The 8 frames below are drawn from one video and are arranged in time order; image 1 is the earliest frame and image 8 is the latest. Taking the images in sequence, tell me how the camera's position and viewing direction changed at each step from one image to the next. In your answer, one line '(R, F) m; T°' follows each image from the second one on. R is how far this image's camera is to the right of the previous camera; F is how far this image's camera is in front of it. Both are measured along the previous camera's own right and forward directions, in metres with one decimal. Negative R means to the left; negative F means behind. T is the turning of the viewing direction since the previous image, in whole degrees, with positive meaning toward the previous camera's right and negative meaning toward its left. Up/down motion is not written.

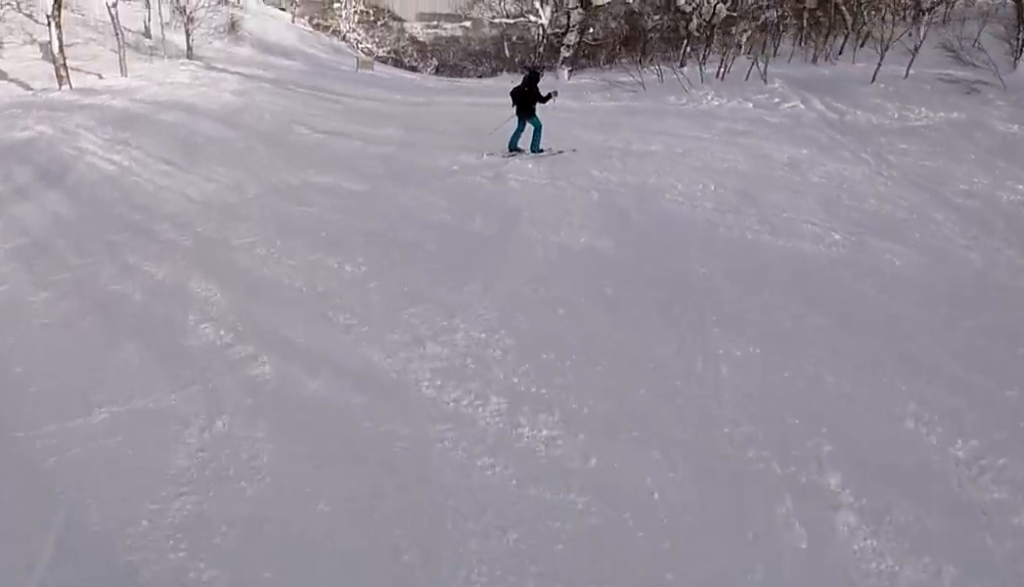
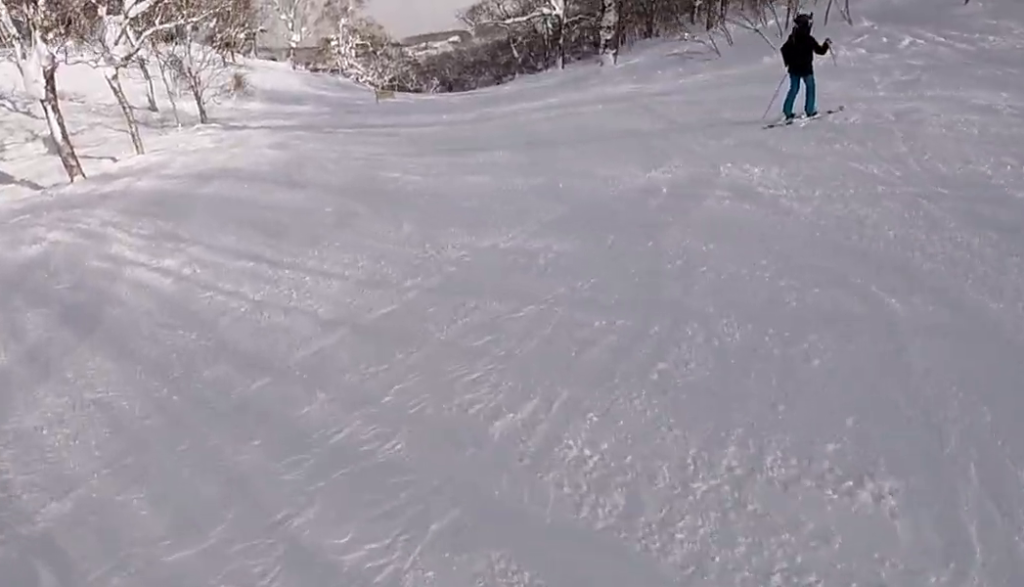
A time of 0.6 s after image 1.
(-1.3, +3.4) m; -8°
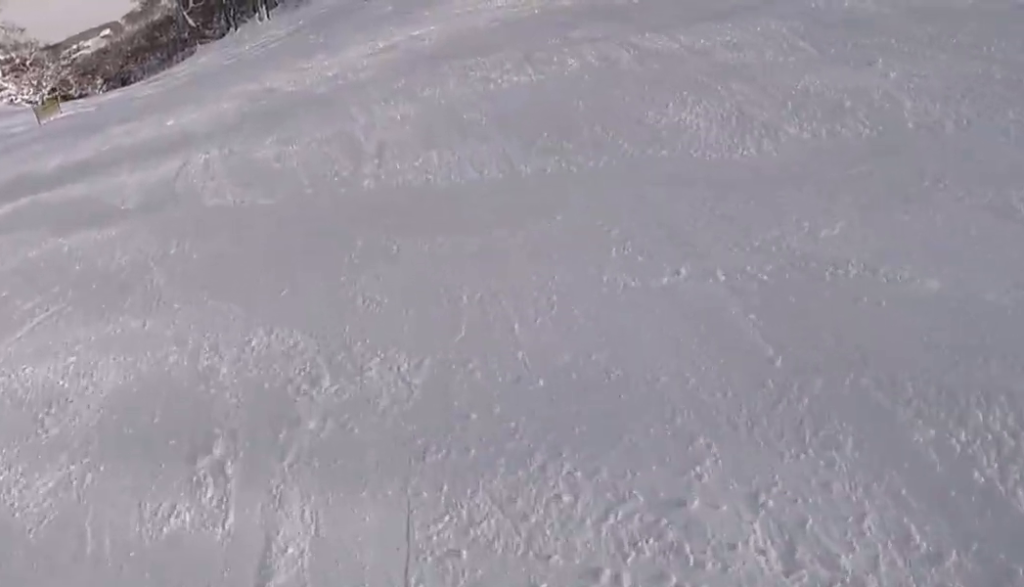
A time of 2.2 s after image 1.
(+1.0, +11.0) m; +16°
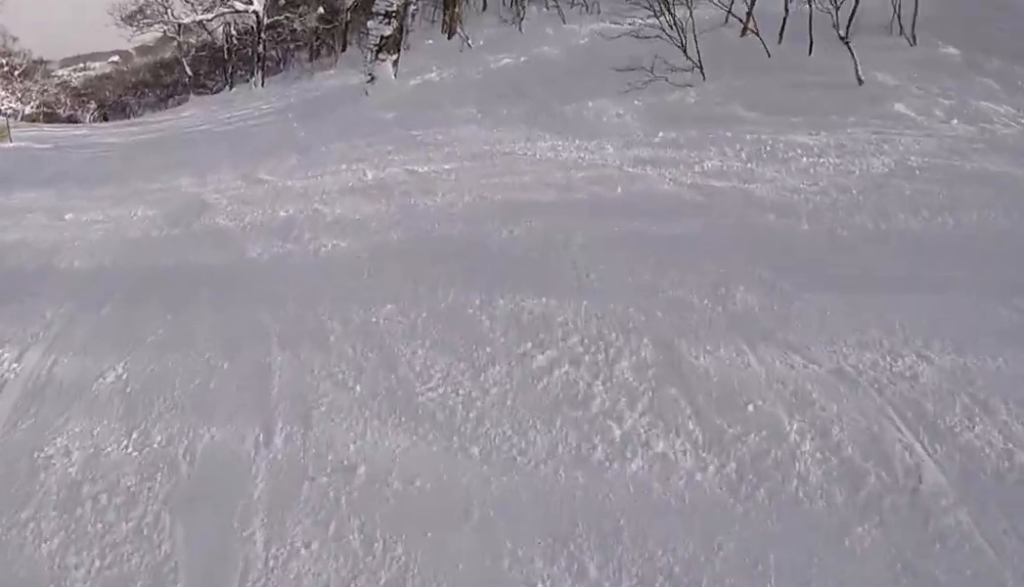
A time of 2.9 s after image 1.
(-0.1, +4.2) m; +9°
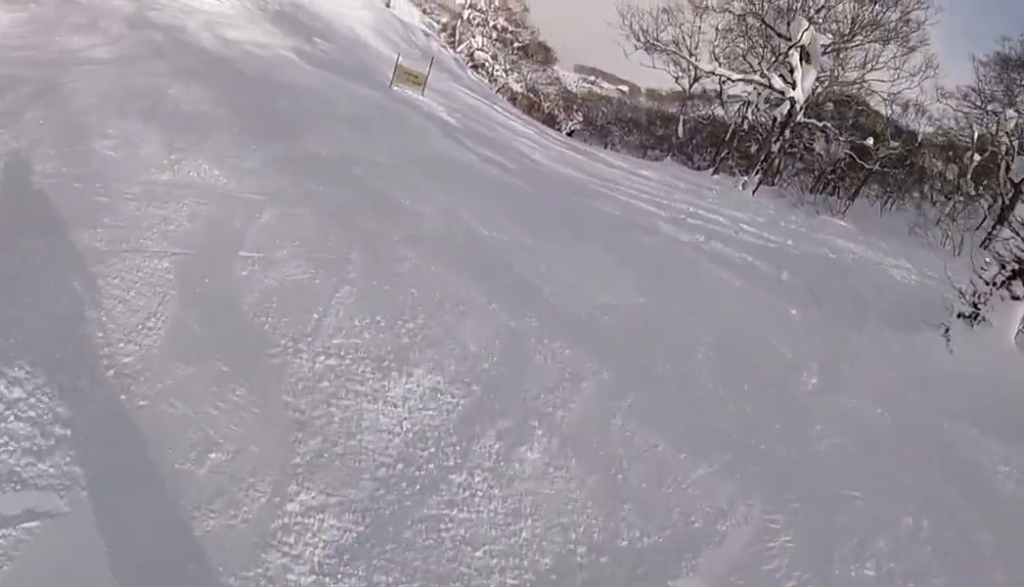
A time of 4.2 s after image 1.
(+1.4, +9.6) m; -3°
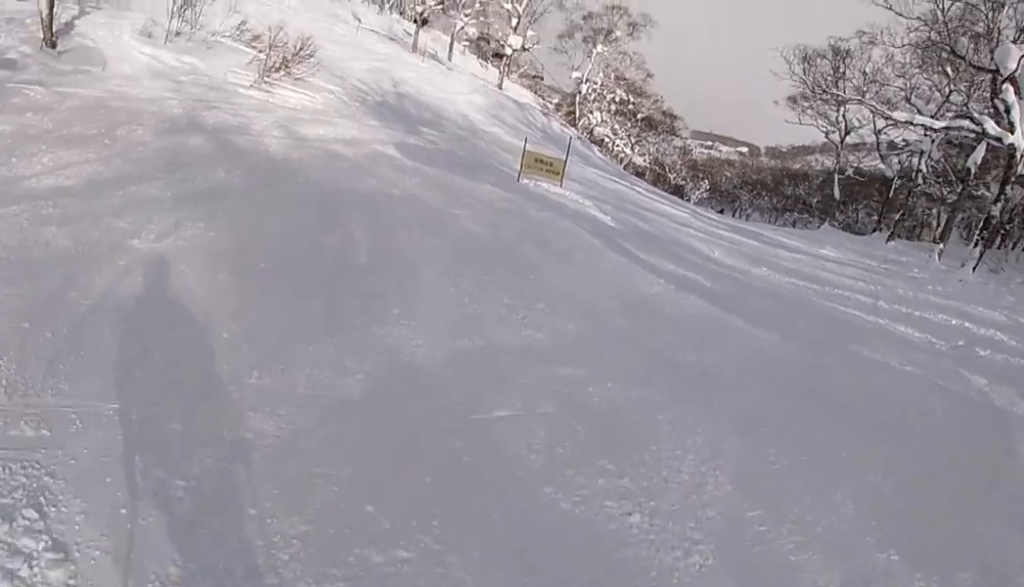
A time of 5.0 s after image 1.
(-0.1, +5.2) m; -20°
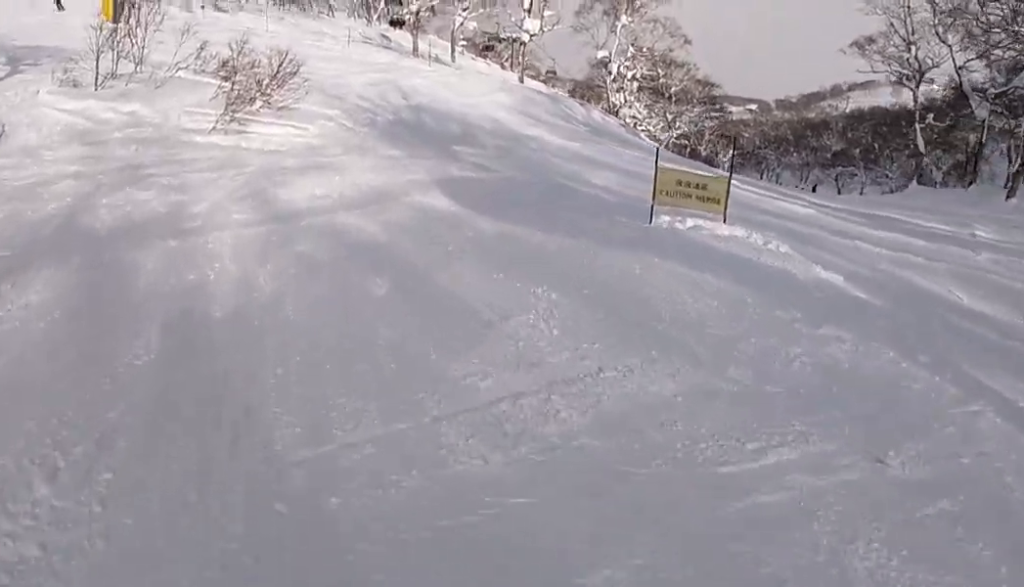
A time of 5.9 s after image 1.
(-2.4, +6.8) m; -26°
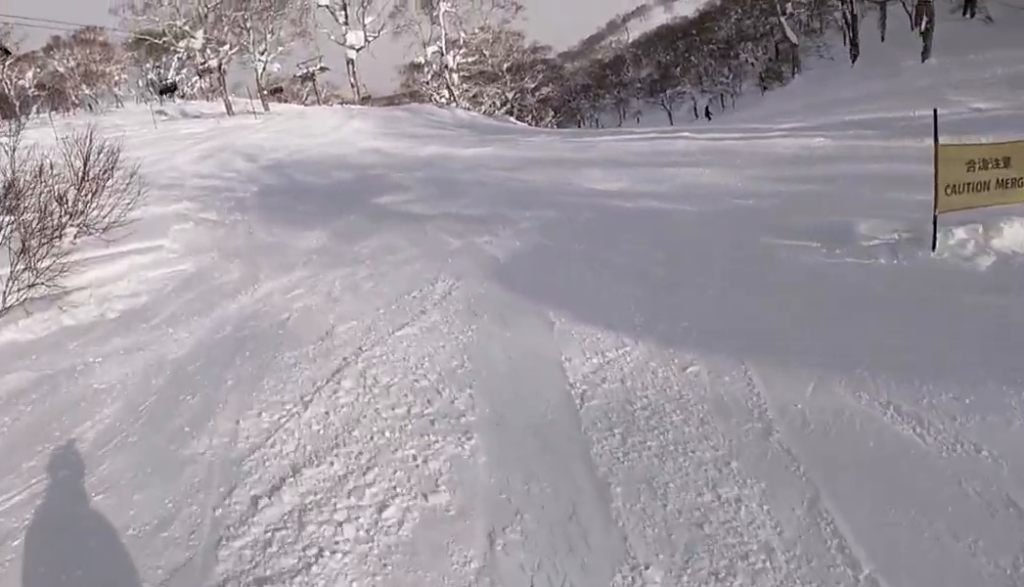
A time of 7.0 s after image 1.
(-0.8, +8.0) m; +5°
